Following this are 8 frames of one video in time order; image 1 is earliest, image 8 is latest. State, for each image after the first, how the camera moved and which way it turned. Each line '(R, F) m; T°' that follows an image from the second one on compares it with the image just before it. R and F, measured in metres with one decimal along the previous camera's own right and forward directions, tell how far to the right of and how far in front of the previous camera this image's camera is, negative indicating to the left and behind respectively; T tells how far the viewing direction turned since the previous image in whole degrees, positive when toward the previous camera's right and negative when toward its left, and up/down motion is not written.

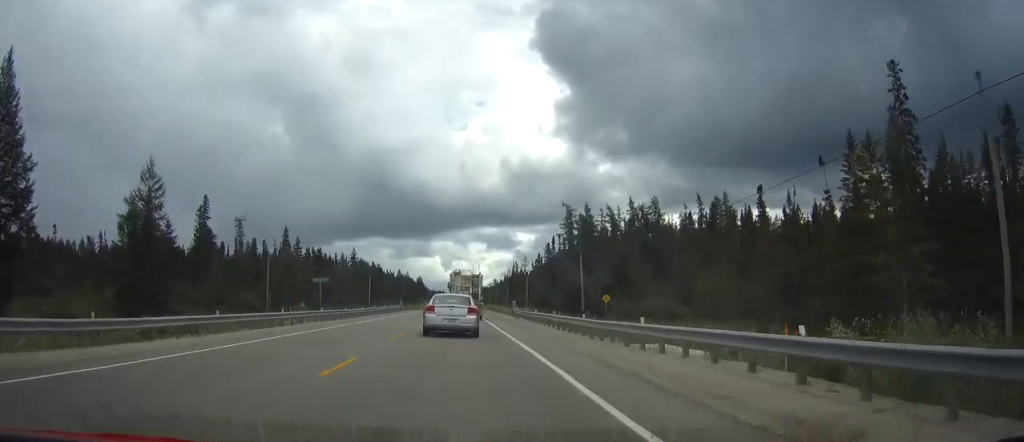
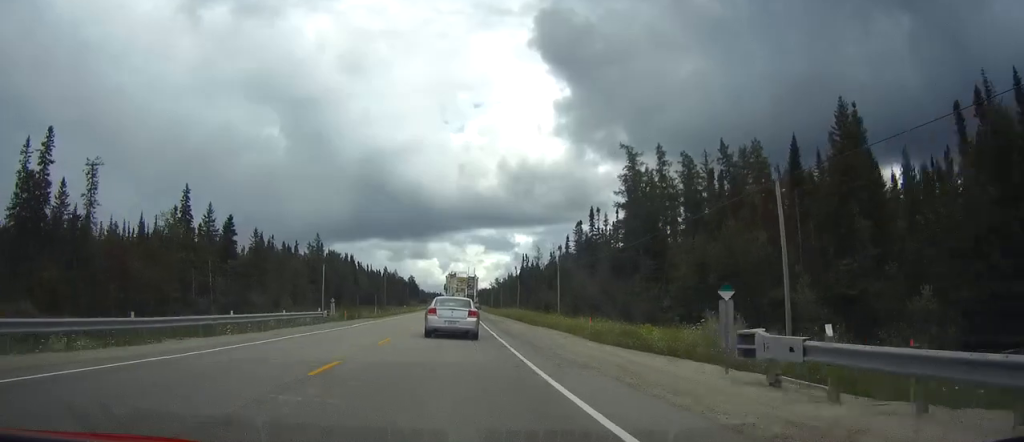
(+0.2, +54.9) m; 0°
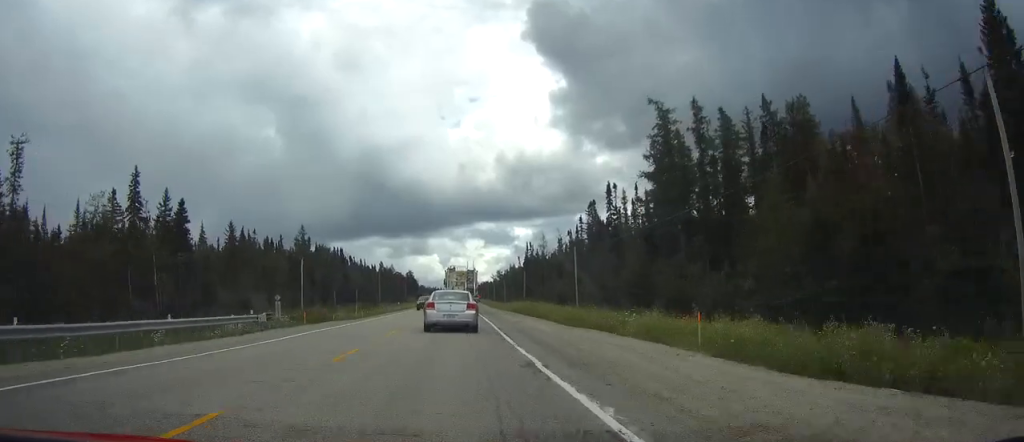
(0.0, +15.5) m; 0°
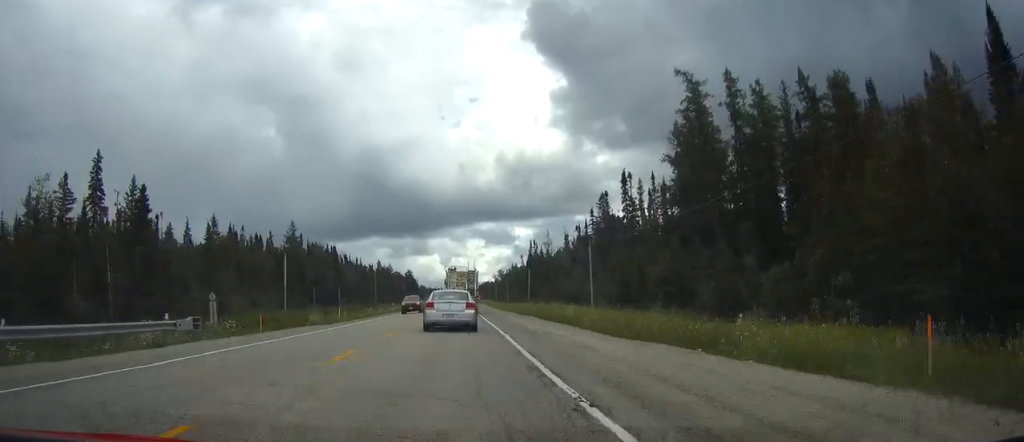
(0.0, +9.8) m; 0°
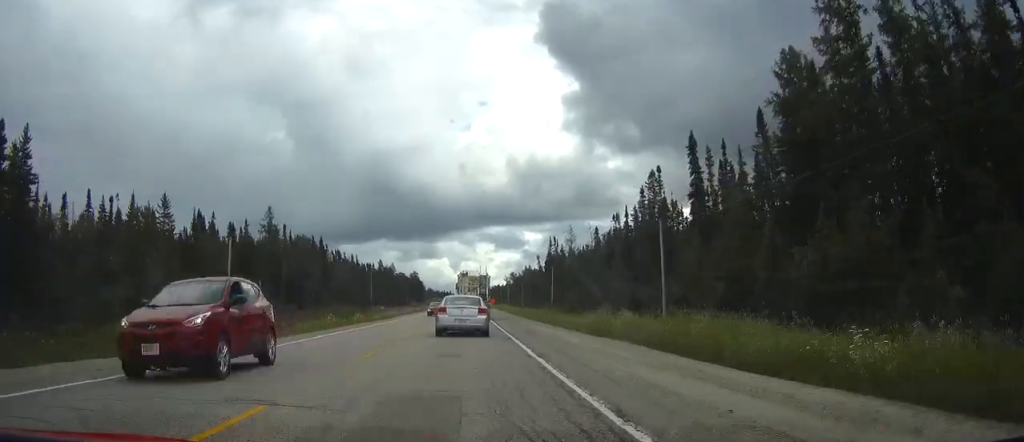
(-0.1, +25.4) m; 0°
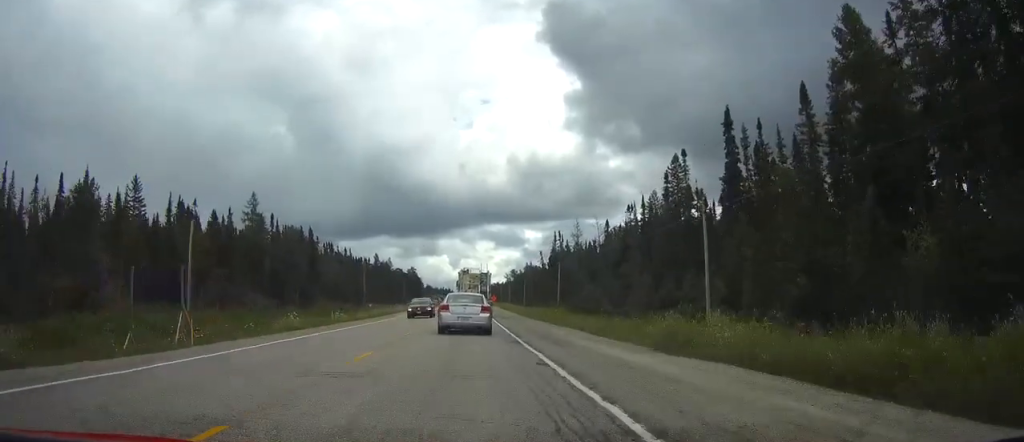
(0.0, +9.8) m; 0°
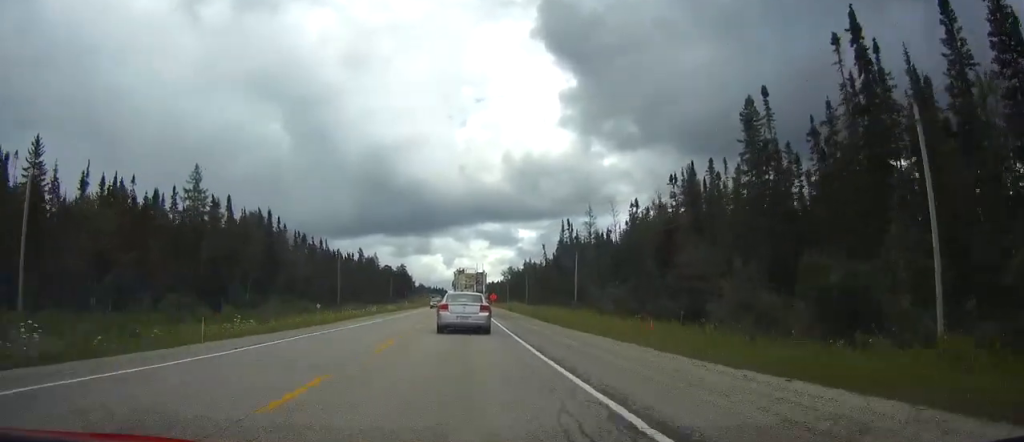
(+0.1, +23.7) m; 0°
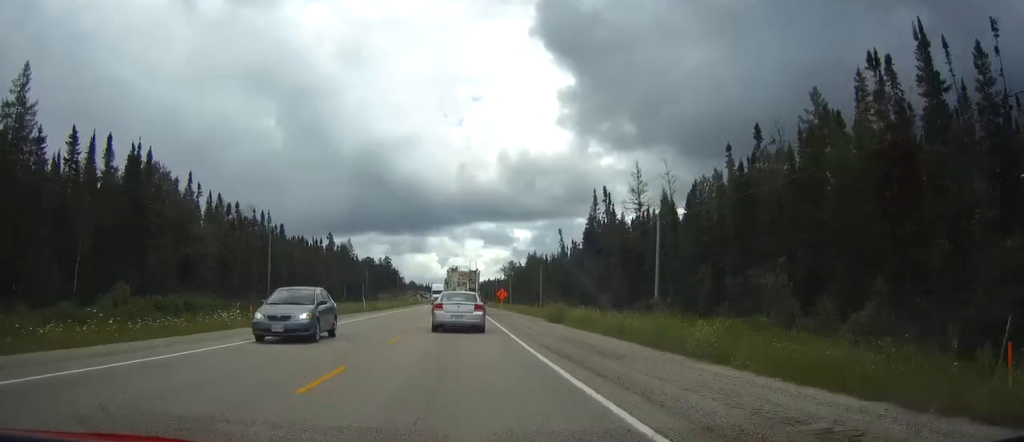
(+0.2, +42.1) m; +1°
